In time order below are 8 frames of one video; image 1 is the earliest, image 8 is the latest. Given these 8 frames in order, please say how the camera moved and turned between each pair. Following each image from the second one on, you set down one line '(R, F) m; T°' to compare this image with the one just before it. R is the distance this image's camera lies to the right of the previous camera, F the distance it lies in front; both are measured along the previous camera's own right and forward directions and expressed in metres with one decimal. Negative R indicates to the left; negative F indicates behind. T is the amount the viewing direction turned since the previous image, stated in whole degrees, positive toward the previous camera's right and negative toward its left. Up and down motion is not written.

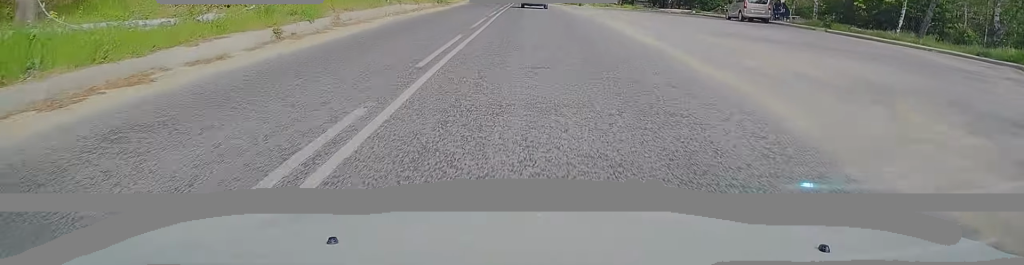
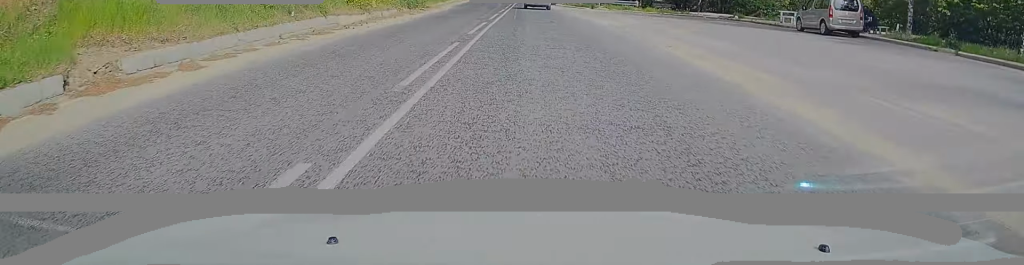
(0.0, +11.0) m; 0°
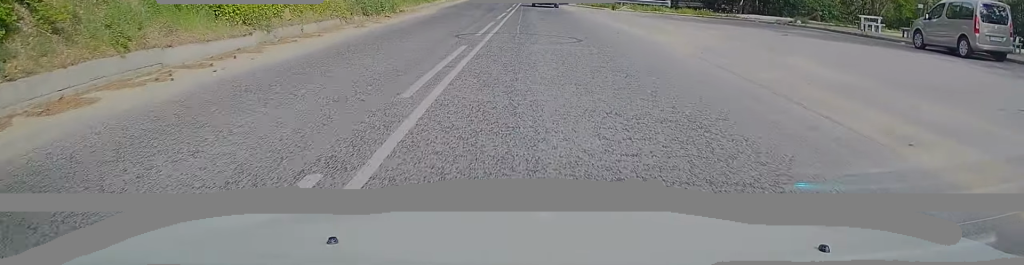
(+0.1, +9.6) m; 0°
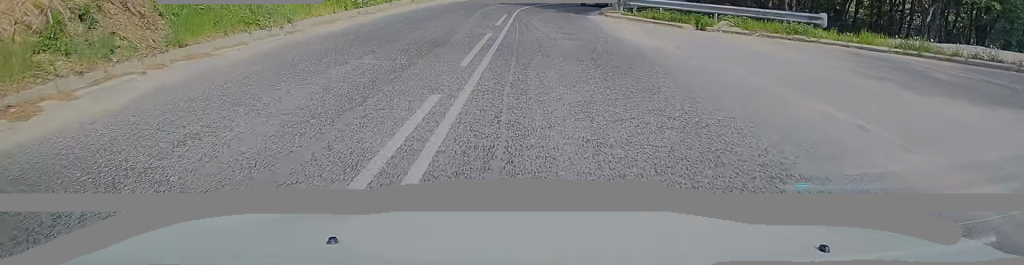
(-0.8, +23.6) m; -1°
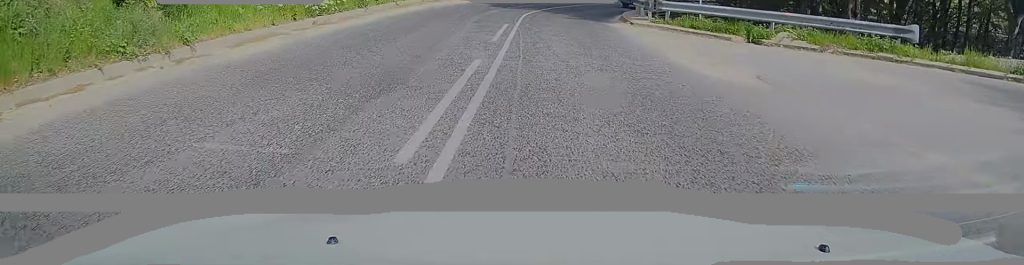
(+0.2, +5.1) m; +1°
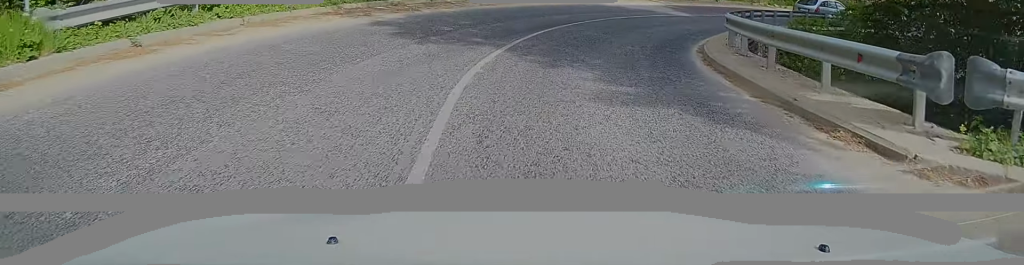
(+0.3, +17.0) m; +4°
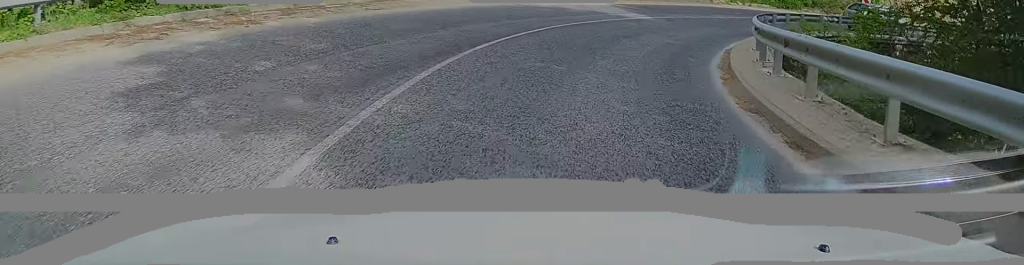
(+0.3, +7.1) m; +9°
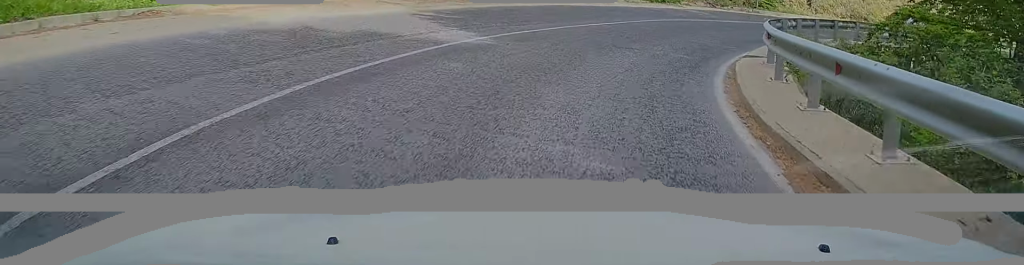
(+1.6, +10.8) m; +19°
